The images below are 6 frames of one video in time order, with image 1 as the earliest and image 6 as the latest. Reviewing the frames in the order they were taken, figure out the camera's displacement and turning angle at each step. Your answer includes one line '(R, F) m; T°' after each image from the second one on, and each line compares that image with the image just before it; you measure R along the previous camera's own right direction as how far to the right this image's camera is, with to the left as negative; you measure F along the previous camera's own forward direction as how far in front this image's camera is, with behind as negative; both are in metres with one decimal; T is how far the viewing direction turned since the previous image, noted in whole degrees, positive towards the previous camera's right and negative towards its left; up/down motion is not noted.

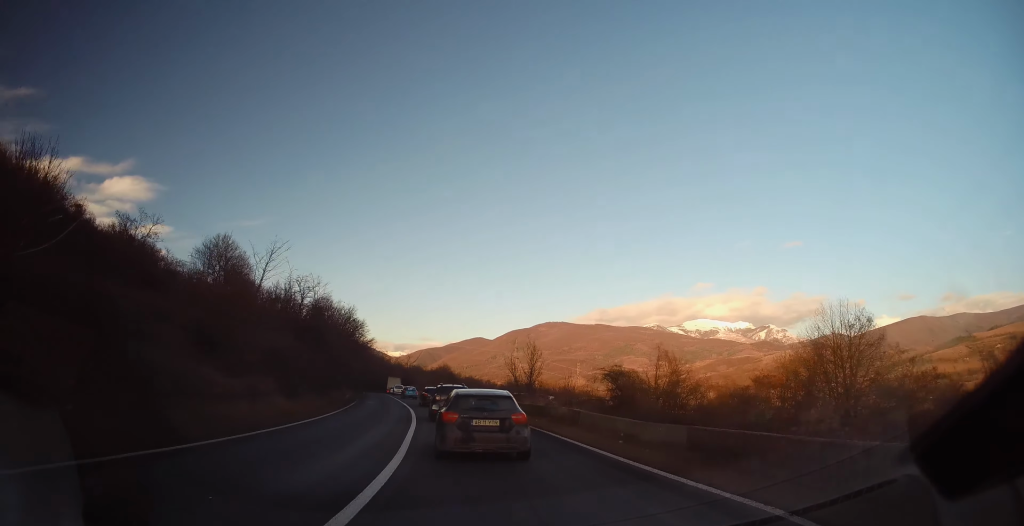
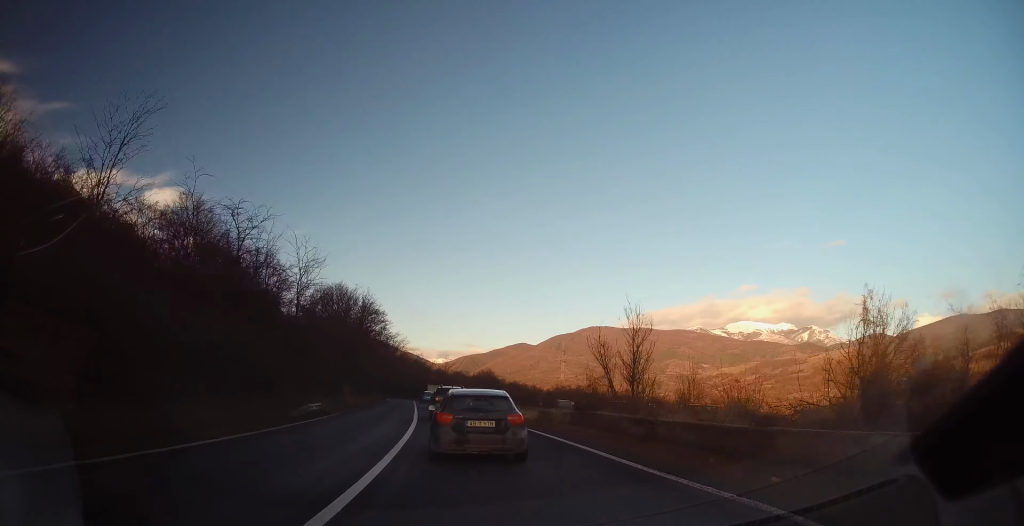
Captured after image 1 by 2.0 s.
(-0.2, +16.9) m; -3°
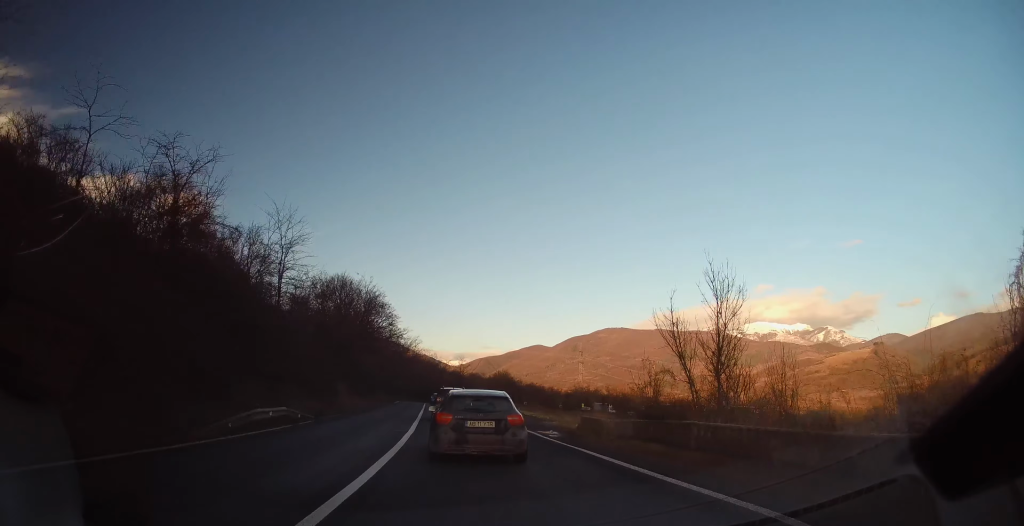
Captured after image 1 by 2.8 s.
(-0.2, +6.8) m; -1°
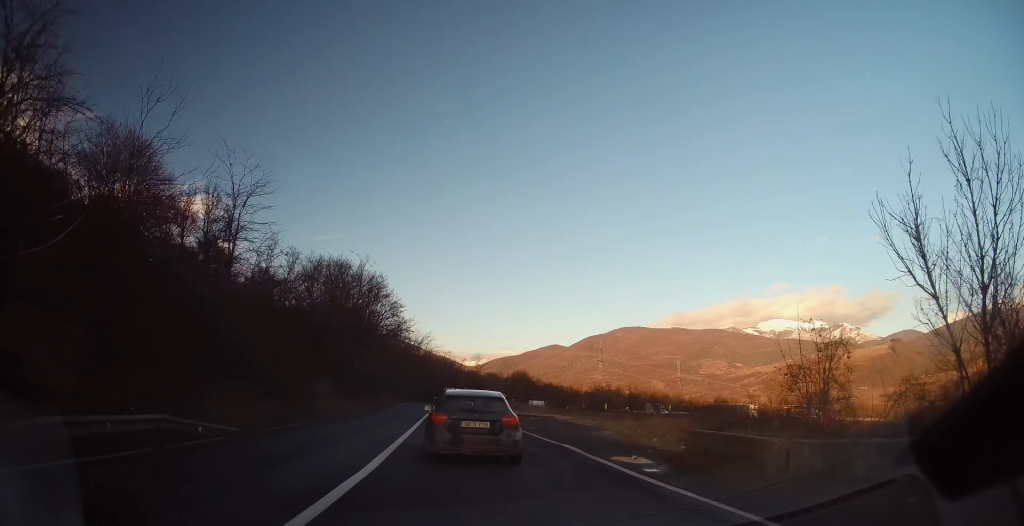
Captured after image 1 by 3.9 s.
(-0.1, +9.1) m; -2°
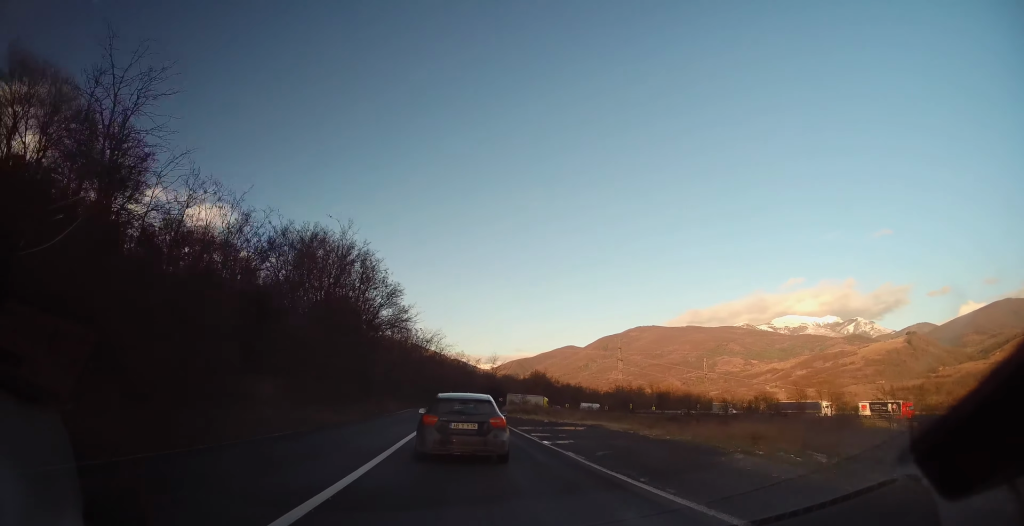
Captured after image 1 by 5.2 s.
(-0.2, +10.6) m; 0°
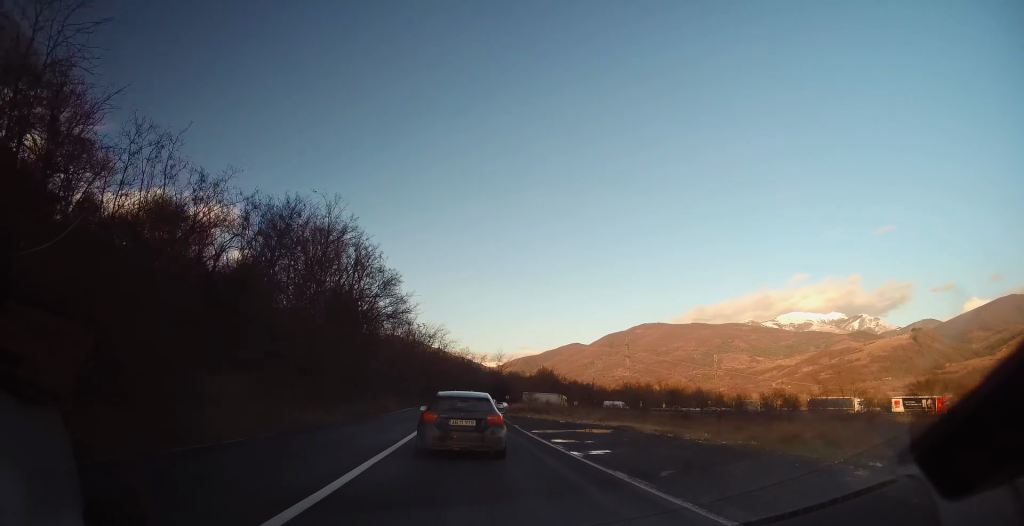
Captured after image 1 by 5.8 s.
(+0.1, +4.4) m; +1°
